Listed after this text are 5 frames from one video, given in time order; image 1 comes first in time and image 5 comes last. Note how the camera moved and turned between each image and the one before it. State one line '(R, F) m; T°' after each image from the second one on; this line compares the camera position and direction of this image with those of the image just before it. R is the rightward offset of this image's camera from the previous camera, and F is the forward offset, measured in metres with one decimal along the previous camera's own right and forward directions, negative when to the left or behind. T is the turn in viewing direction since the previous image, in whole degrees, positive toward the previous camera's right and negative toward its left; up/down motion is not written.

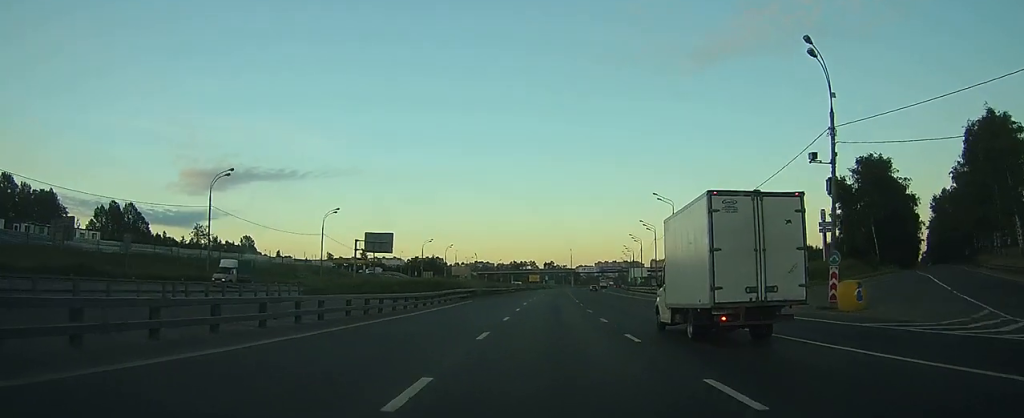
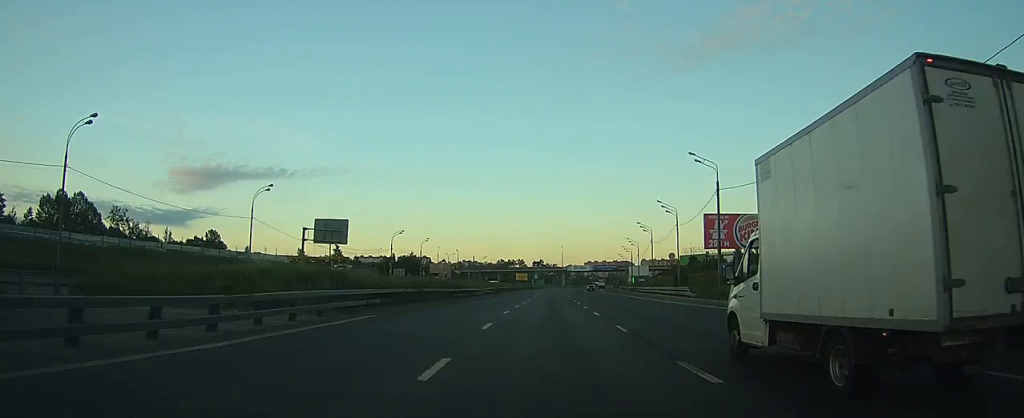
(+0.2, +22.1) m; +1°
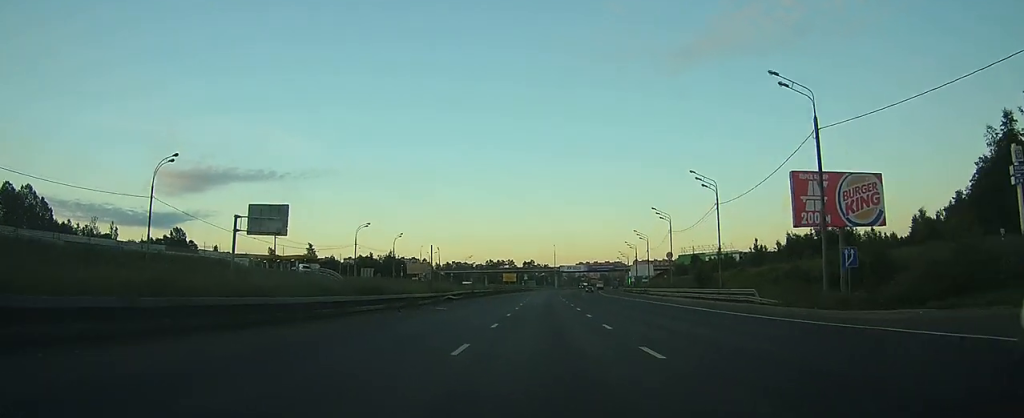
(+0.2, +20.8) m; +1°
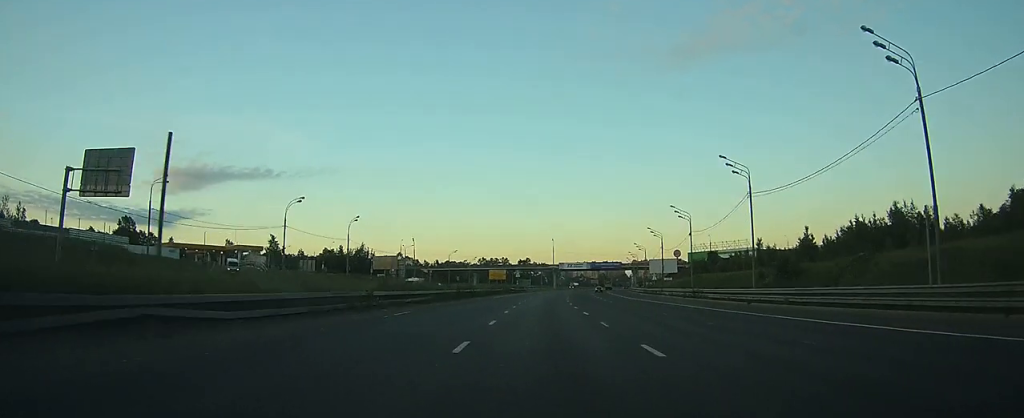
(+0.2, +32.2) m; 0°
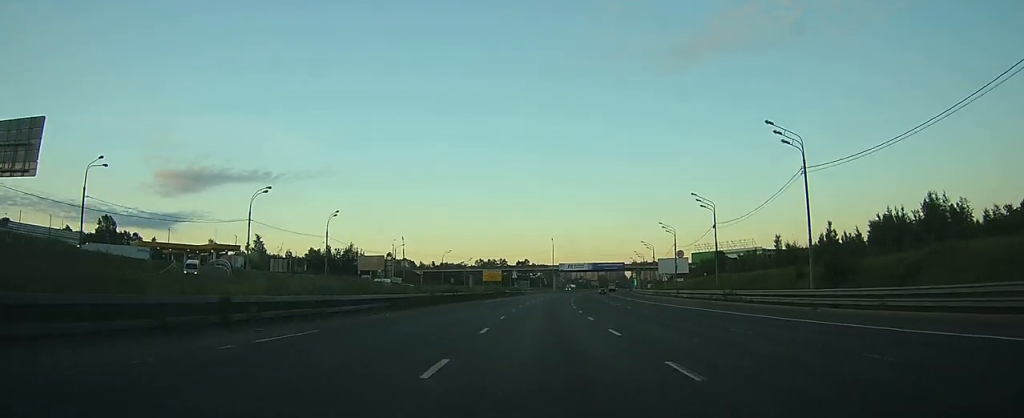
(-0.1, +10.8) m; 0°
